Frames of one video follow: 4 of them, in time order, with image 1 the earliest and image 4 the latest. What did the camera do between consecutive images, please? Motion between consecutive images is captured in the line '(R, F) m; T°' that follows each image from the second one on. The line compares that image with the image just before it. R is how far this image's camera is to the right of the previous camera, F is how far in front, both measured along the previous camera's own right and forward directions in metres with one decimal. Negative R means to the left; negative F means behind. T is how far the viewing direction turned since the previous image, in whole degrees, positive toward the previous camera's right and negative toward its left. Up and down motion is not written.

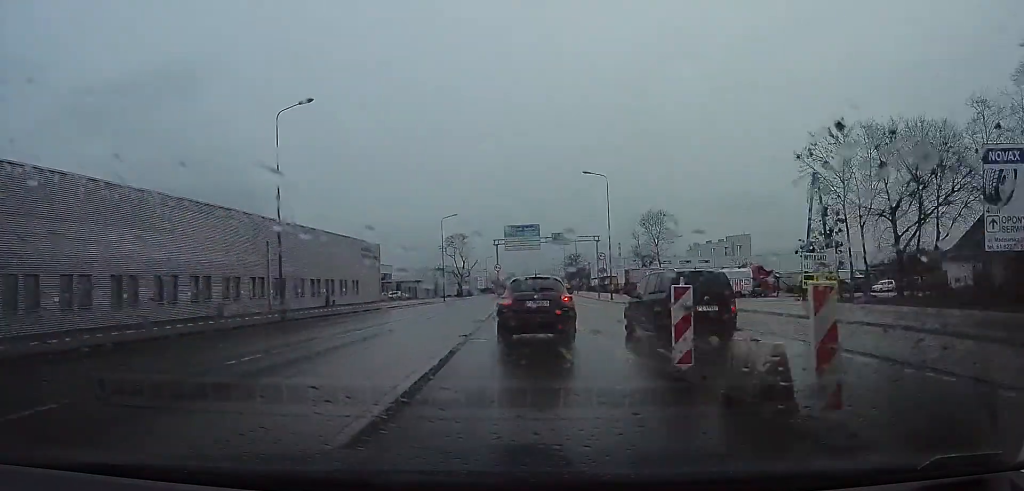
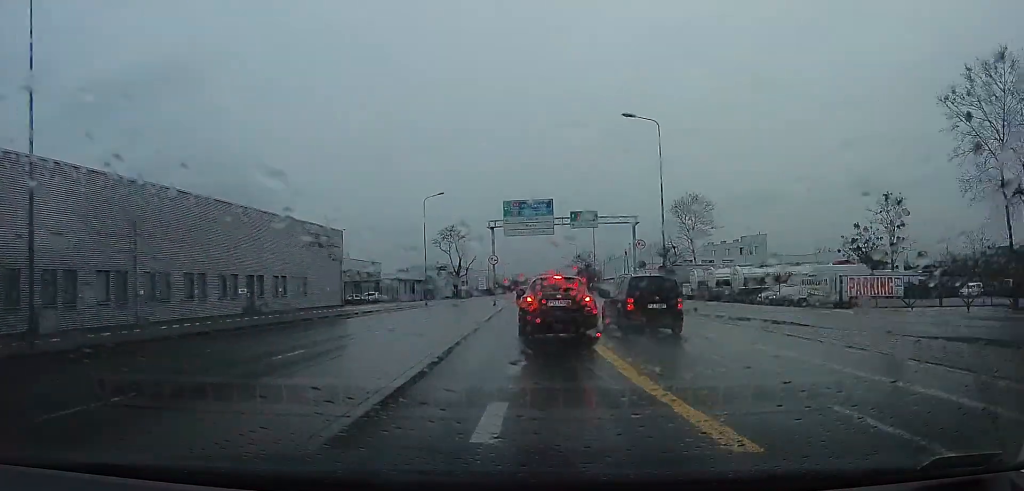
(0.0, +17.2) m; -2°
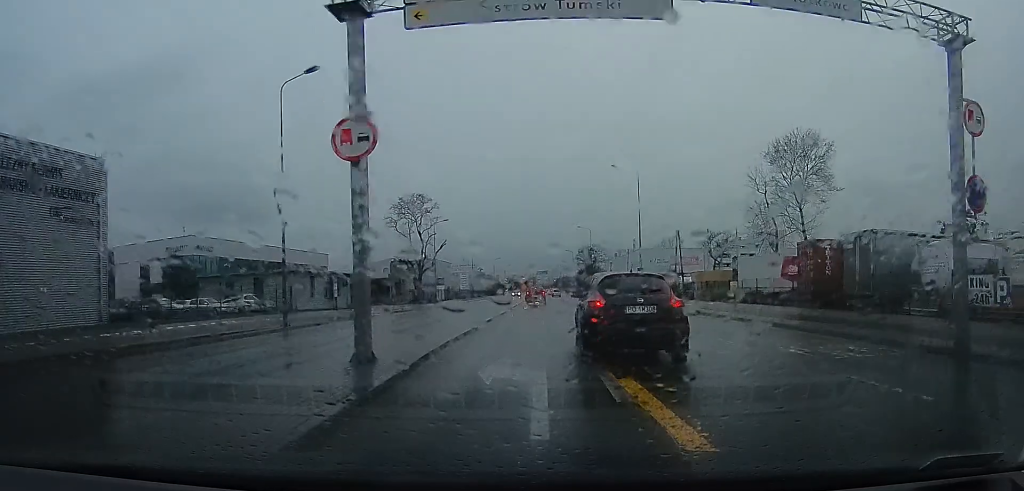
(+0.3, +34.8) m; +1°
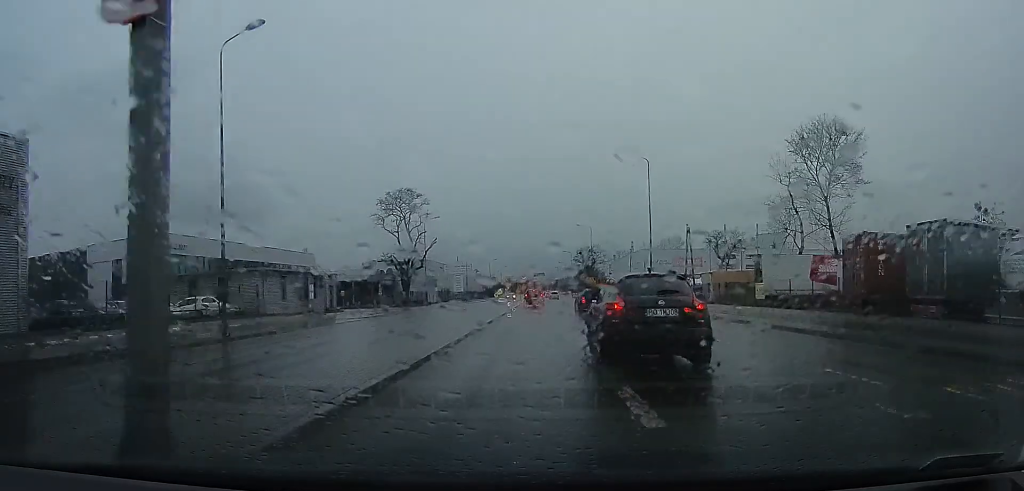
(-0.5, +5.1) m; 0°
